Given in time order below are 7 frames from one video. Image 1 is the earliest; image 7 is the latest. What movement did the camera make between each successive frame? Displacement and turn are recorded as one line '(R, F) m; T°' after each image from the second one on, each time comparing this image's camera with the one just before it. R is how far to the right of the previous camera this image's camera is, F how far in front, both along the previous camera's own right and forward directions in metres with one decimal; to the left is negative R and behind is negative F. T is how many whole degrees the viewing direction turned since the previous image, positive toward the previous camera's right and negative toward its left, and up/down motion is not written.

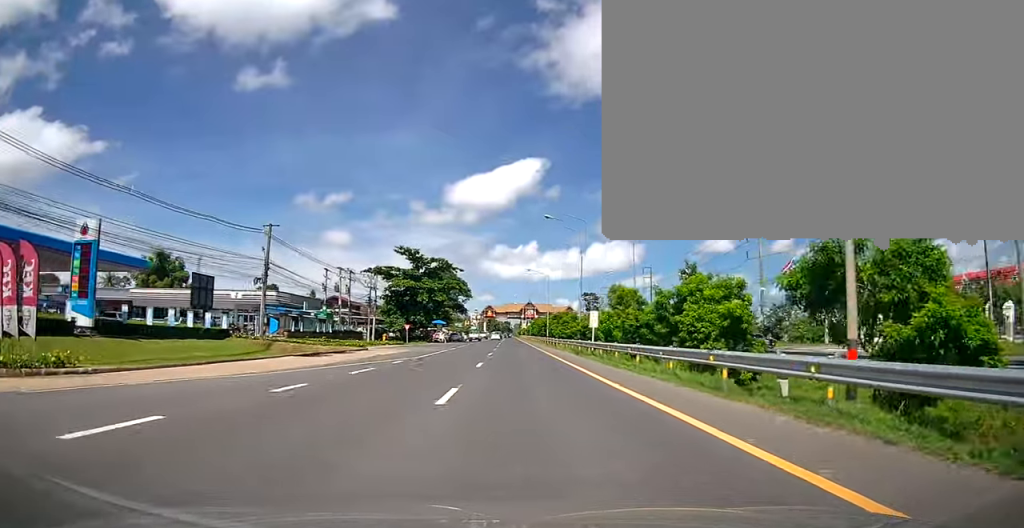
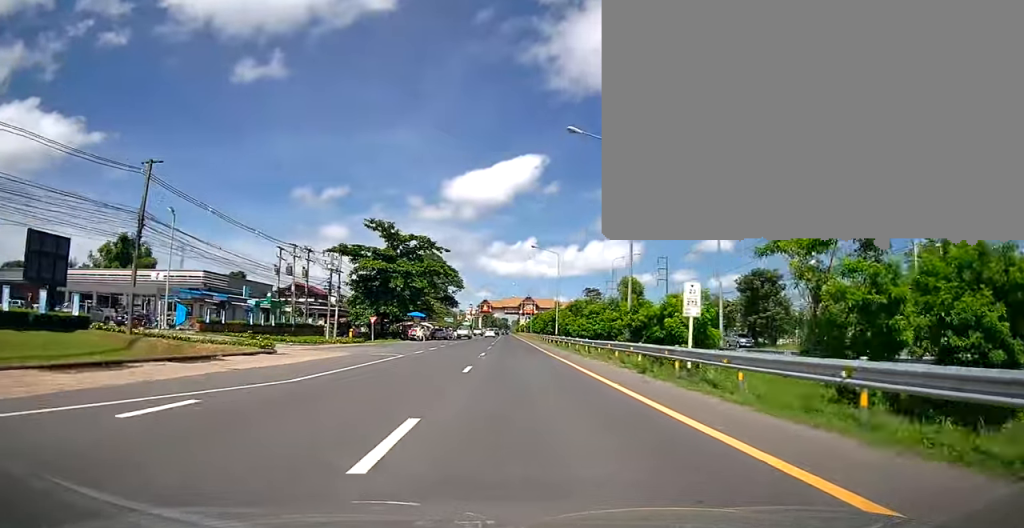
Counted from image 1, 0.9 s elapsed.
(-0.1, +16.9) m; 0°
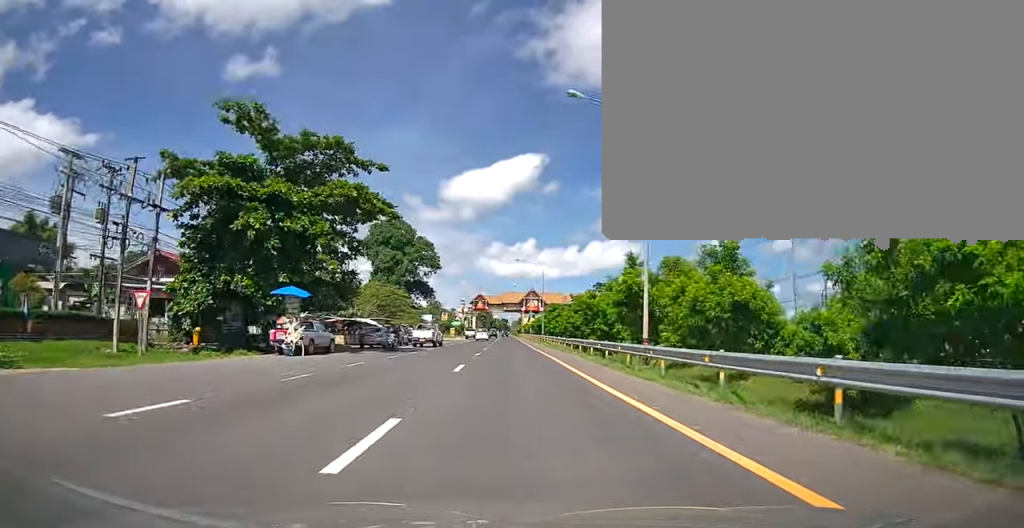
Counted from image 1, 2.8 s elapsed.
(-0.1, +36.0) m; 0°
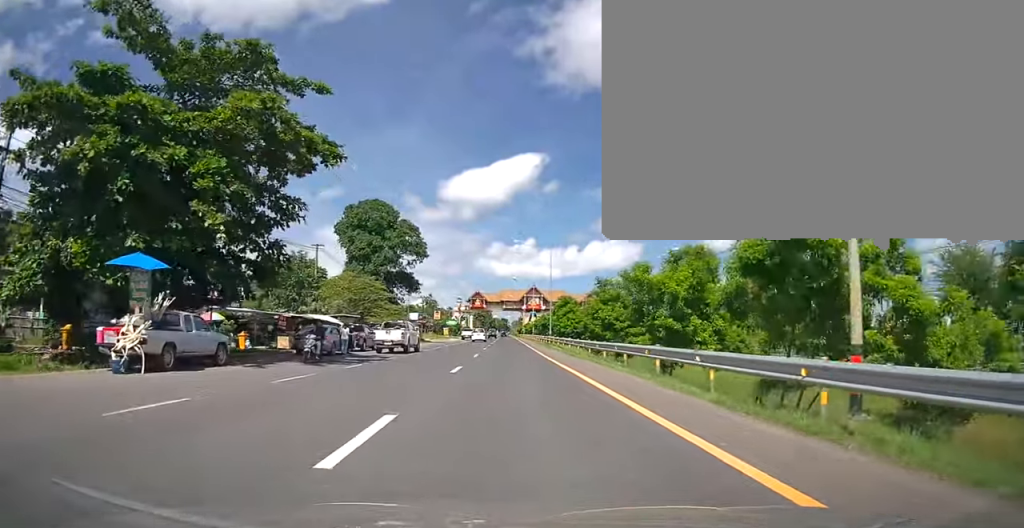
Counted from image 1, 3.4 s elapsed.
(0.0, +12.0) m; 0°
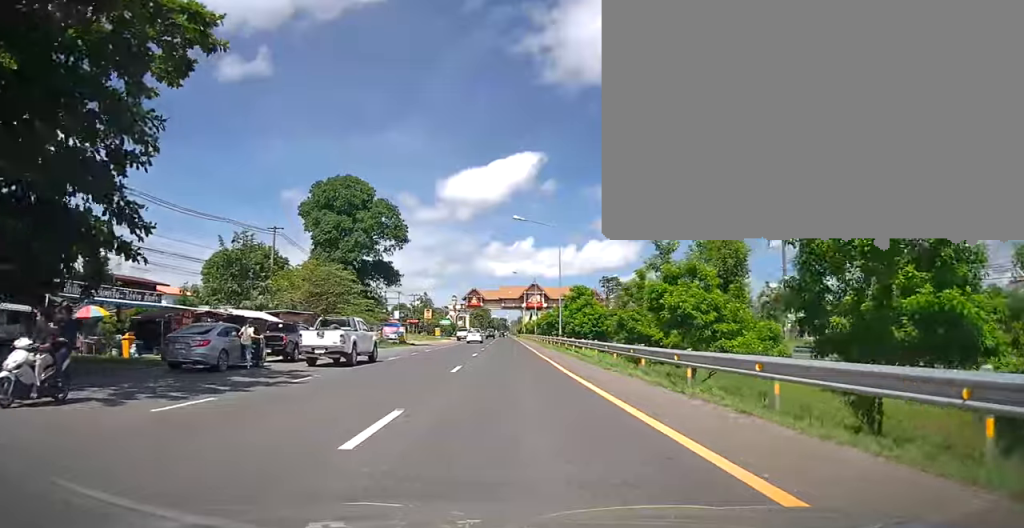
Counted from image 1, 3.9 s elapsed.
(+0.1, +11.0) m; +1°
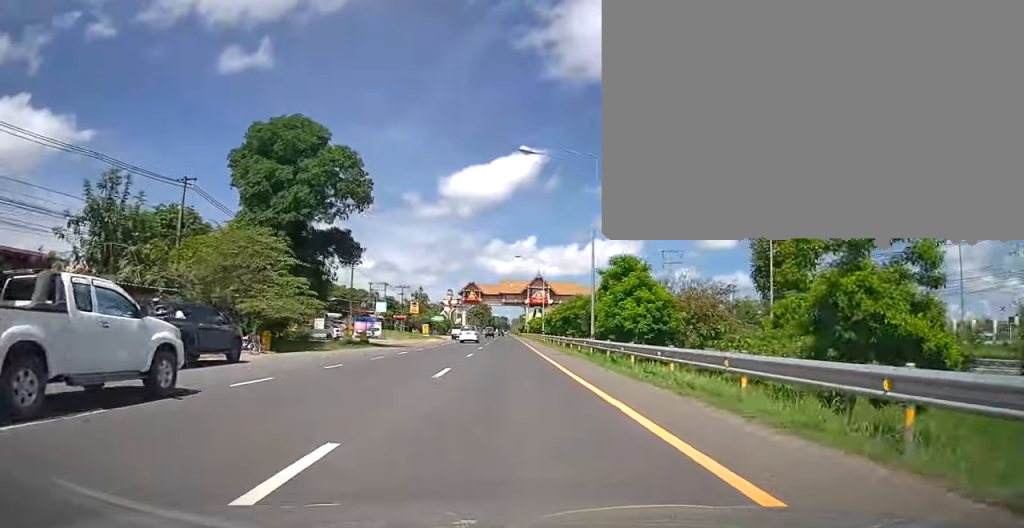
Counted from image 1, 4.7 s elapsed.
(+0.1, +15.2) m; 0°
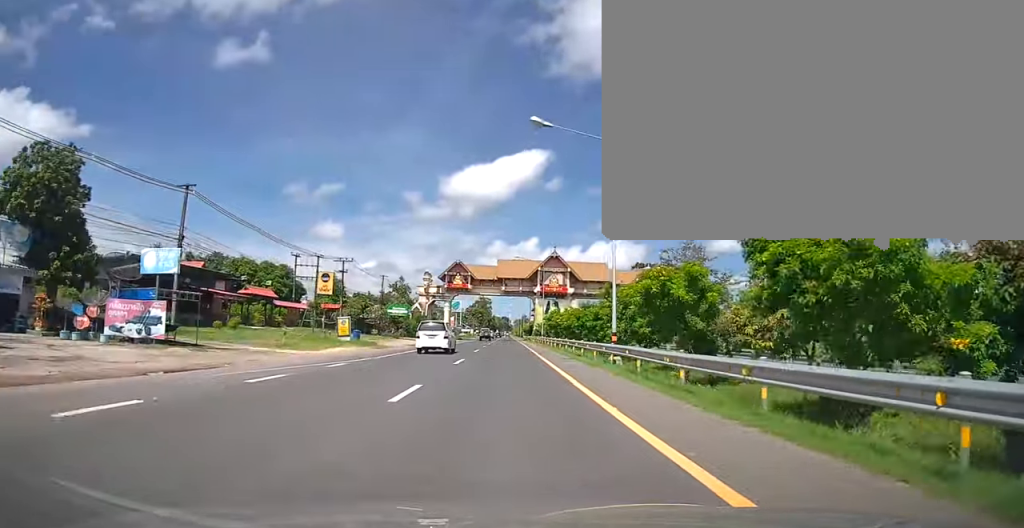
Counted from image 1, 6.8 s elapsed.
(0.0, +40.9) m; 0°
